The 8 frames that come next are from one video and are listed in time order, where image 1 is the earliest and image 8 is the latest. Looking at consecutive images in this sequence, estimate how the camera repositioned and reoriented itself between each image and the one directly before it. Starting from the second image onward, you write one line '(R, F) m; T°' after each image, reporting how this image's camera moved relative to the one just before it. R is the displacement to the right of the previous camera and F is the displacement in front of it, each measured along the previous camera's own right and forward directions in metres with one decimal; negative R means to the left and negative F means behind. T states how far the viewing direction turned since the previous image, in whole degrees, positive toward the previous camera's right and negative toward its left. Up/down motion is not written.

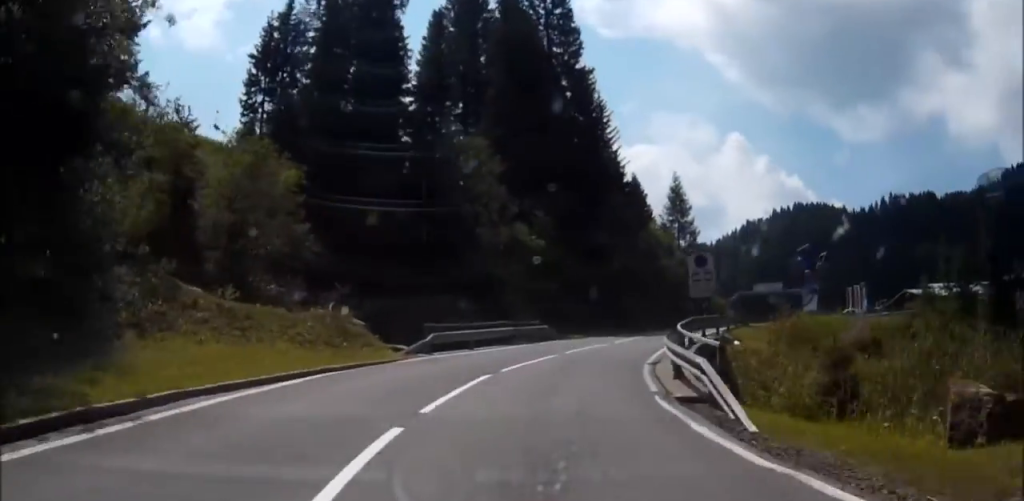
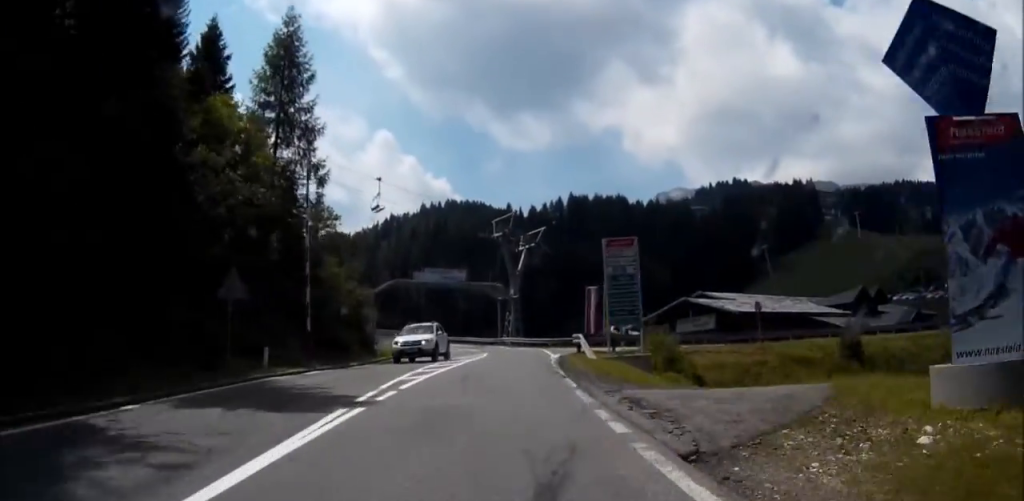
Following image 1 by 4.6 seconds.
(+4.2, +48.1) m; +15°
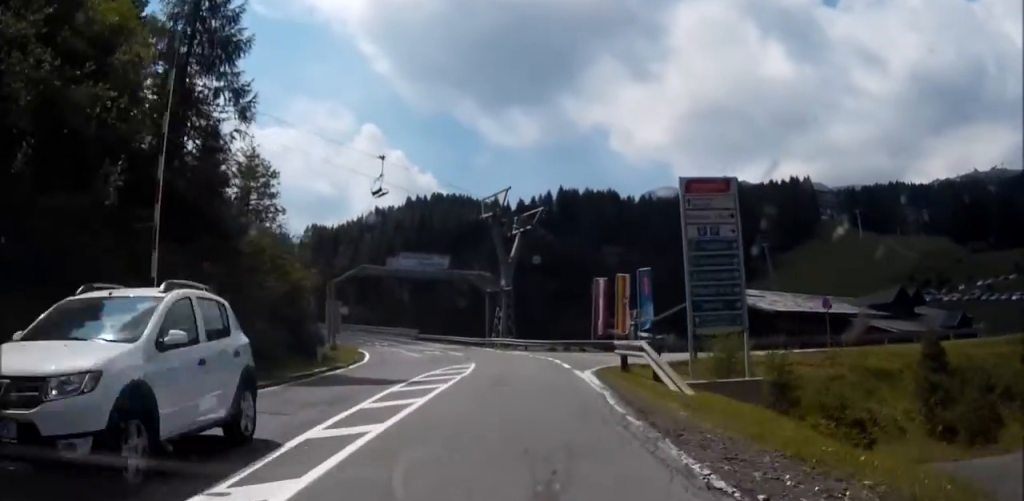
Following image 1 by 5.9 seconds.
(+0.6, +13.2) m; +3°
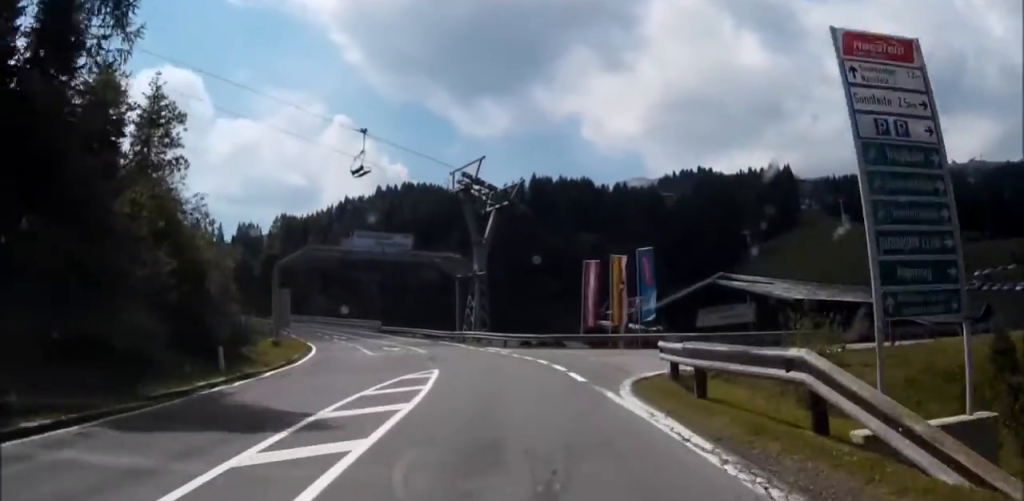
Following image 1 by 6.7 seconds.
(+0.1, +9.1) m; 0°
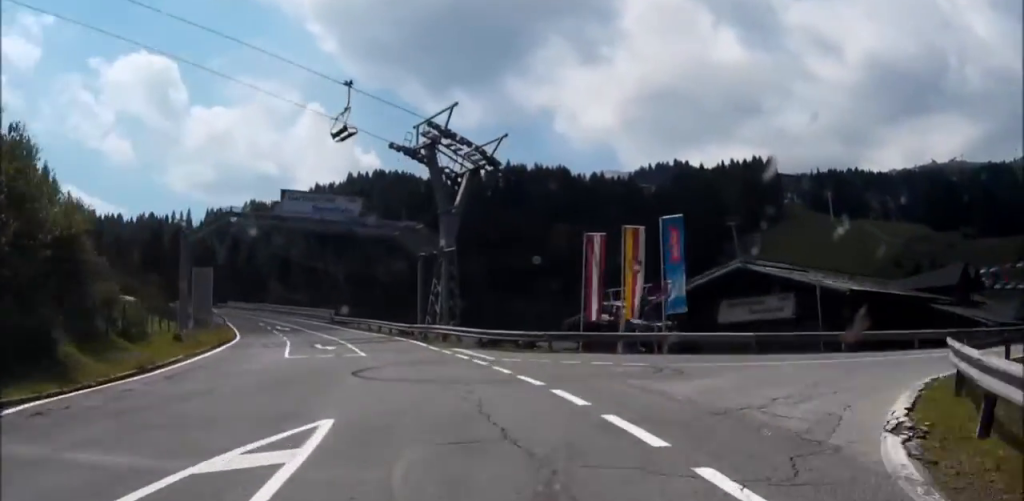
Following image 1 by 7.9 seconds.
(0.0, +12.3) m; -2°
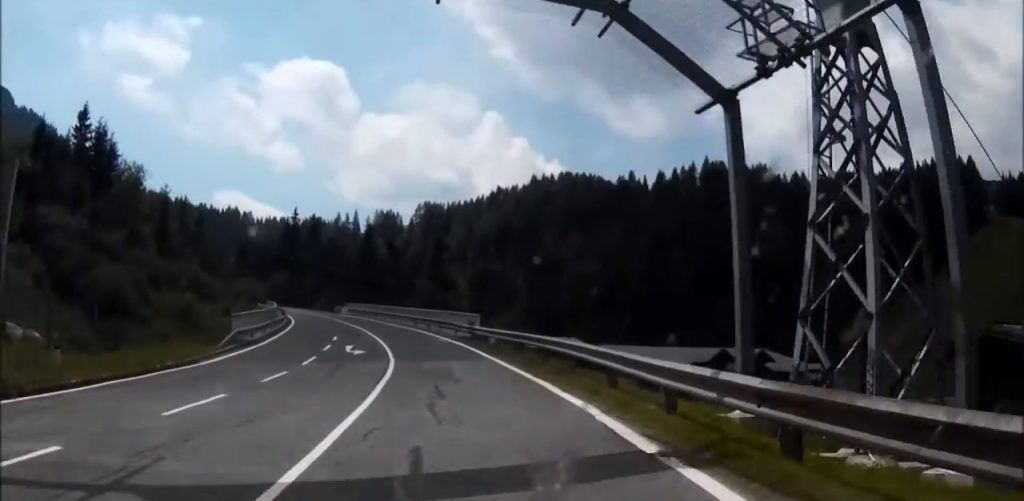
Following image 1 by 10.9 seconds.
(-3.4, +34.4) m; -13°
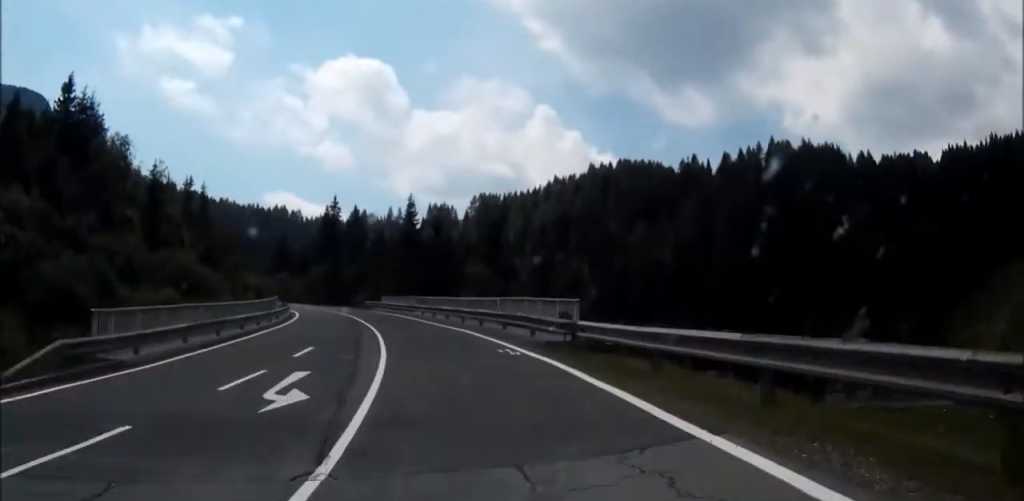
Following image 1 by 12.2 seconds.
(-1.0, +17.1) m; -6°
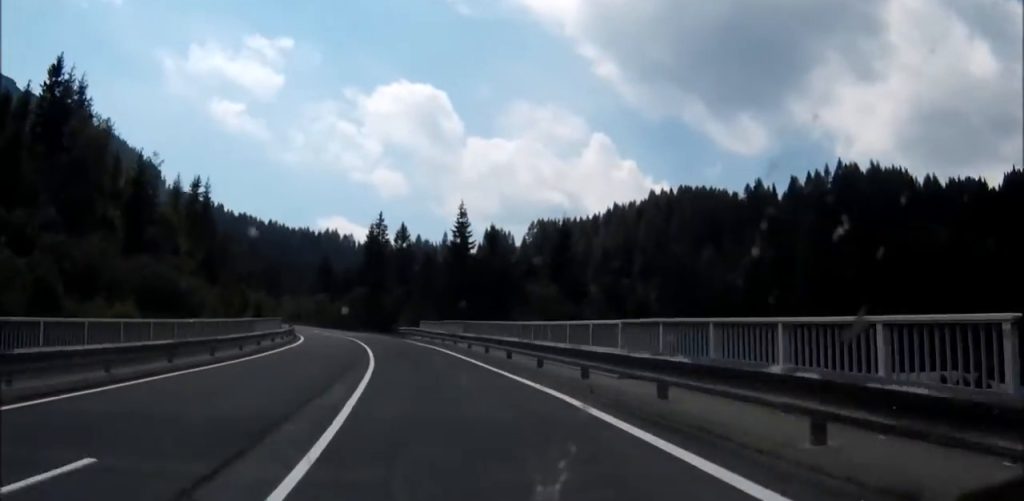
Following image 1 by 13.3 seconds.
(-0.1, +15.0) m; -5°
